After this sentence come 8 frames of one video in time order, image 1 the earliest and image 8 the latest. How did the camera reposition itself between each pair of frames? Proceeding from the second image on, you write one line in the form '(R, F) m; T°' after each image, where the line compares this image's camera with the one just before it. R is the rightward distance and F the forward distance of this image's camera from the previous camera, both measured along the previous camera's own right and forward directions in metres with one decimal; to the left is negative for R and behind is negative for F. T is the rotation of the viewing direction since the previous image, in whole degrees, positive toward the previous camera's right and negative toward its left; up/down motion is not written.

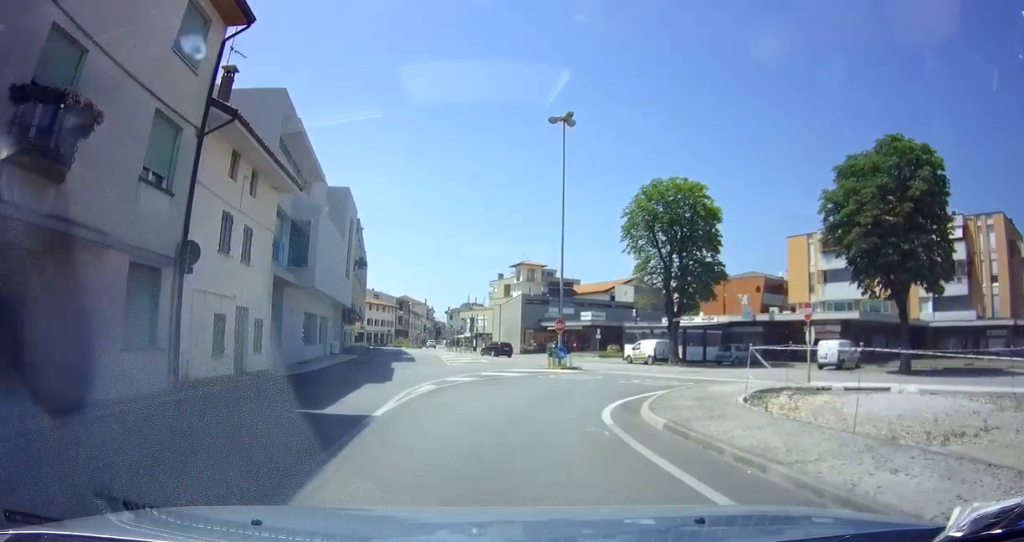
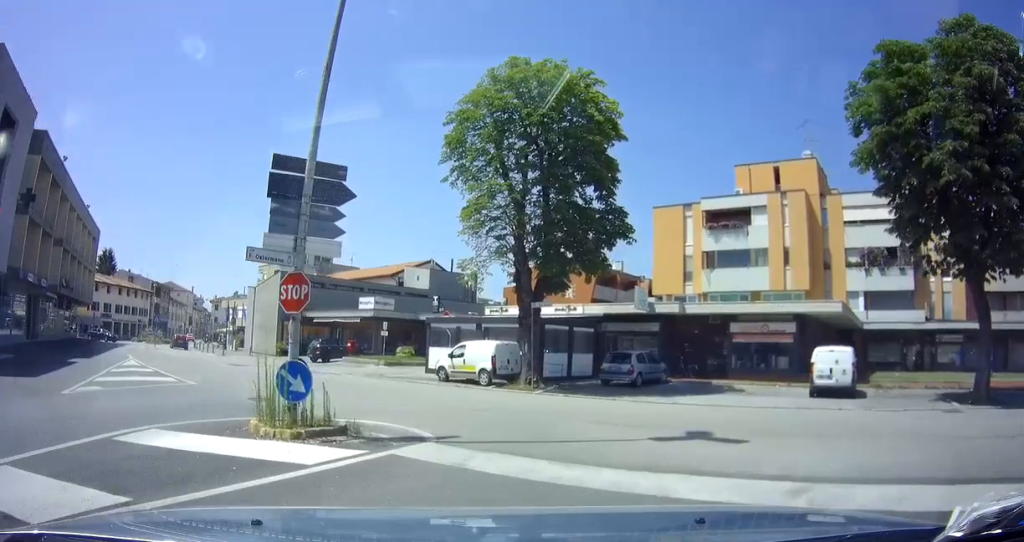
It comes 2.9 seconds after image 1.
(+2.6, +18.4) m; +17°
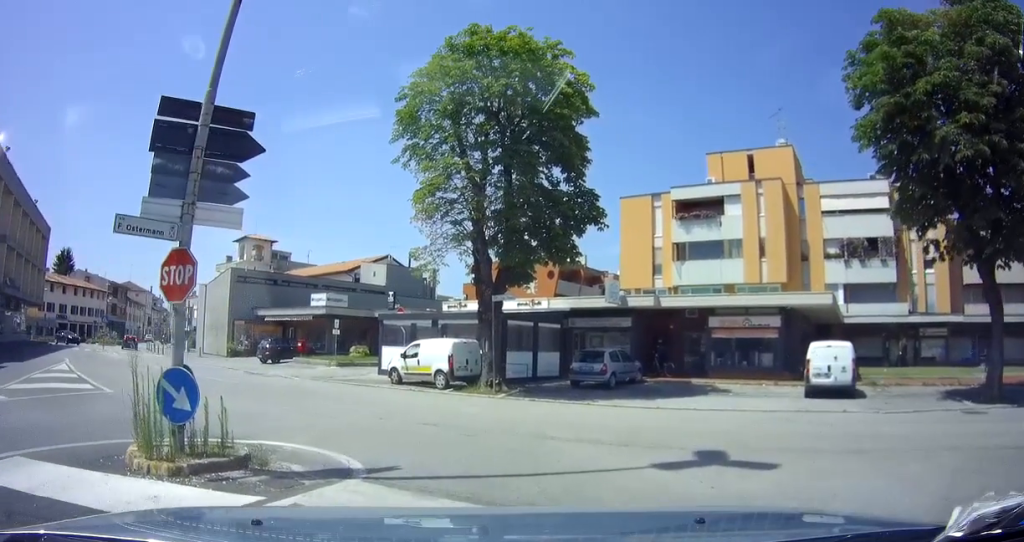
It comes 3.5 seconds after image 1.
(0.0, +2.3) m; +4°
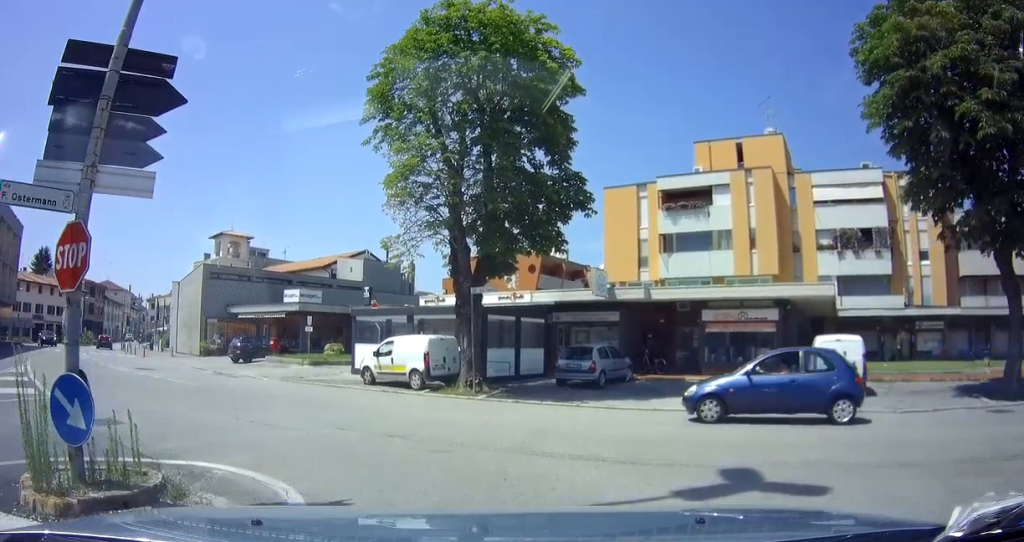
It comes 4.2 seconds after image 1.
(+0.2, +1.9) m; +5°
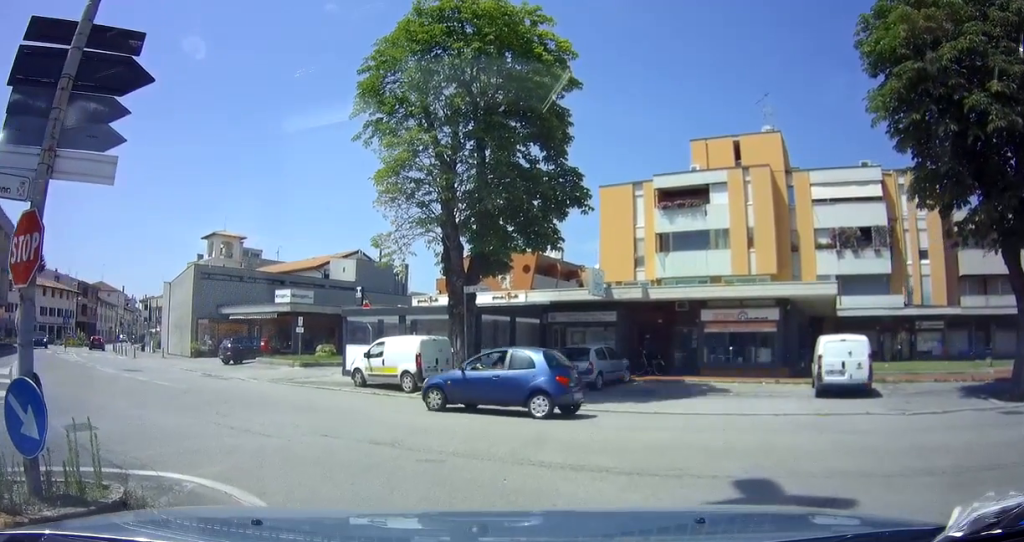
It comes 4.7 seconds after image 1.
(0.0, +0.6) m; +1°
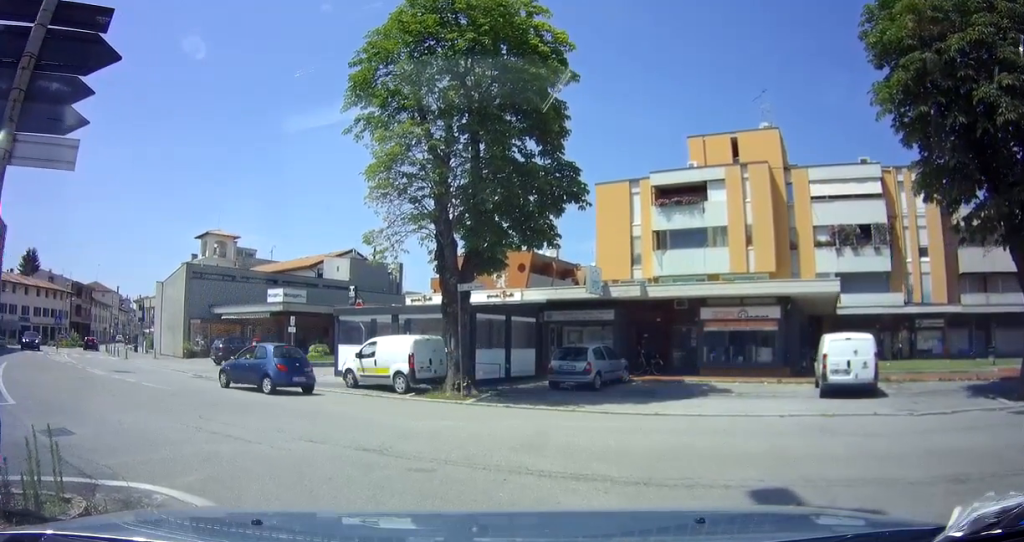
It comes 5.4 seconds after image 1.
(0.0, +0.5) m; 0°
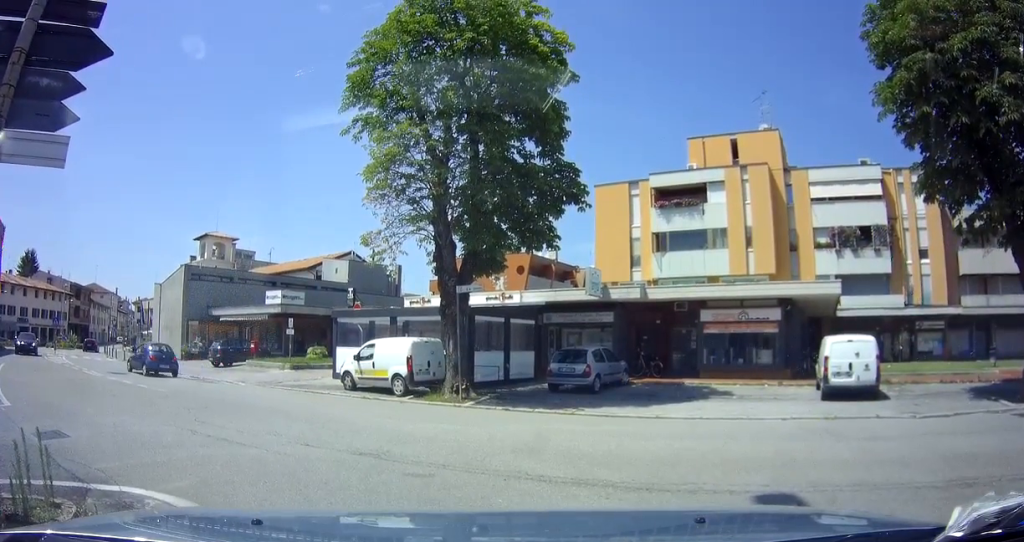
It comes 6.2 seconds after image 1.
(-0.2, -0.2) m; 0°
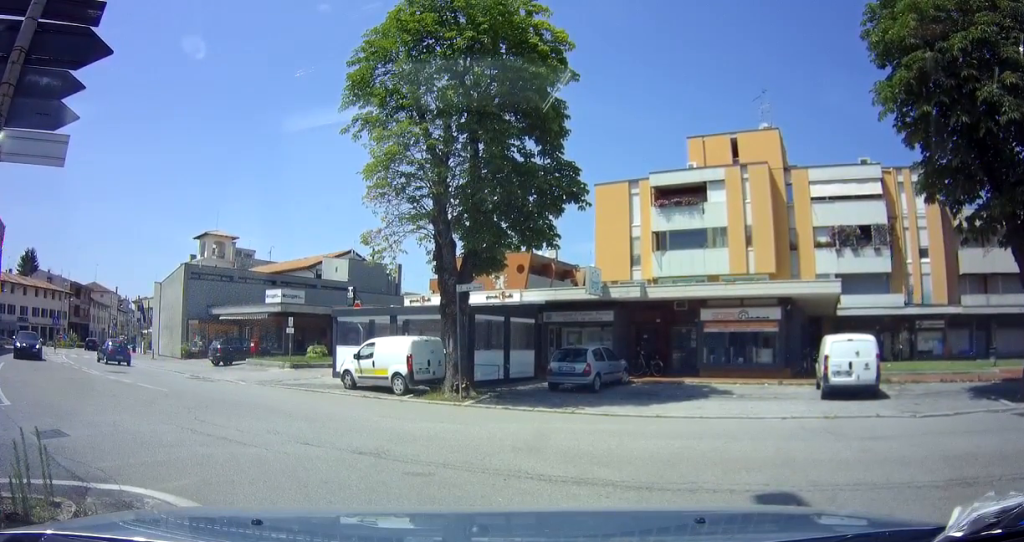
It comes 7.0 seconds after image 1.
(-0.1, -0.1) m; 0°
